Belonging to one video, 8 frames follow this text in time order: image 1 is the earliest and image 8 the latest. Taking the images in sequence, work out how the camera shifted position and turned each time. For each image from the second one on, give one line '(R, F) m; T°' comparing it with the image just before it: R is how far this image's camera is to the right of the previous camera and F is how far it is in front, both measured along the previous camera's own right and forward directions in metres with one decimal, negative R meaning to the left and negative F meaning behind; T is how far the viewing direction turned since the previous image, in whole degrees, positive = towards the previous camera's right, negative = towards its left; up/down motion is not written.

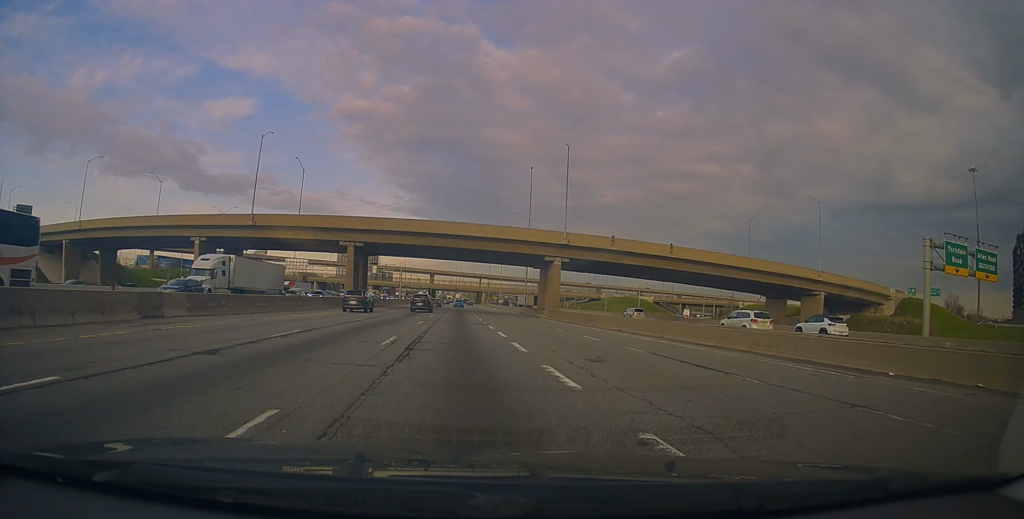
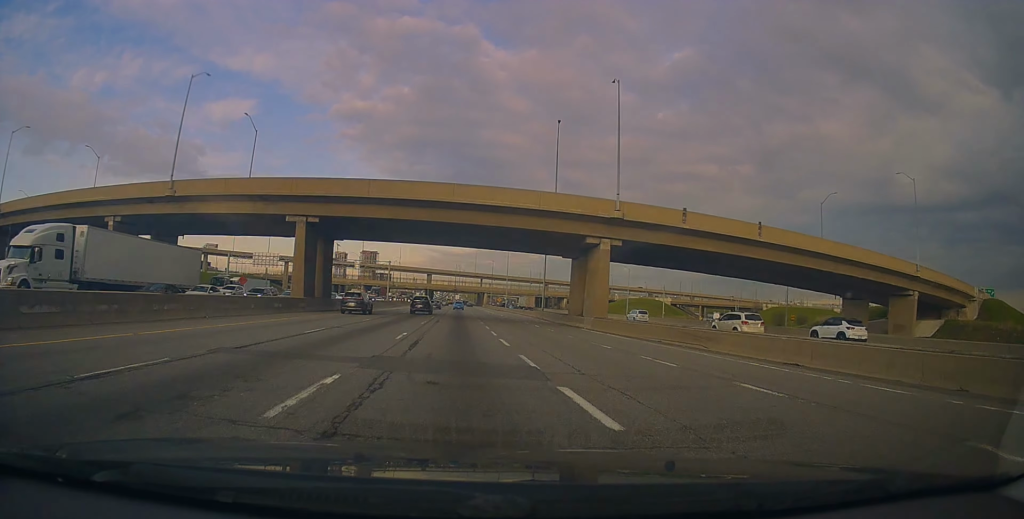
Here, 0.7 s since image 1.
(0.0, +20.9) m; 0°
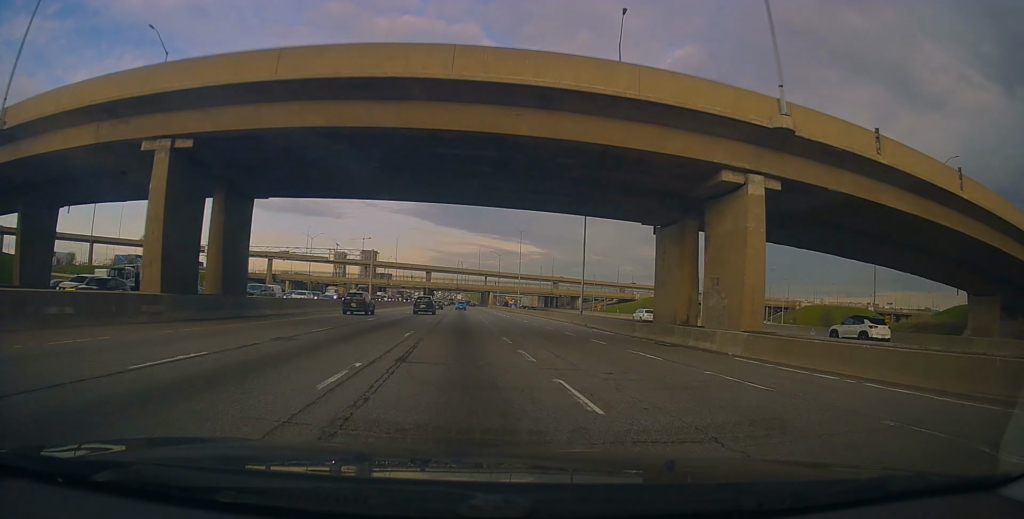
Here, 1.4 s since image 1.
(+0.1, +22.8) m; 0°
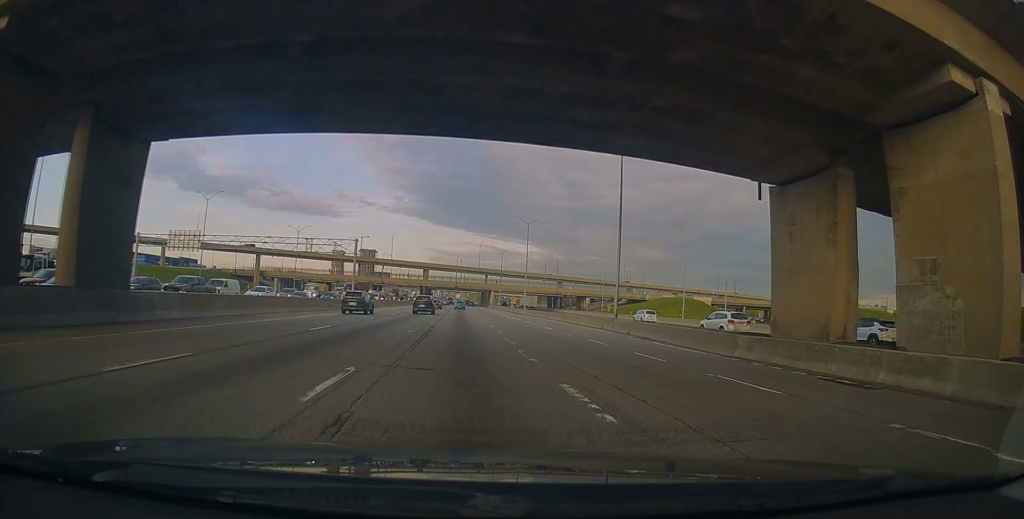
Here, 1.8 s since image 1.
(-0.1, +12.8) m; 0°
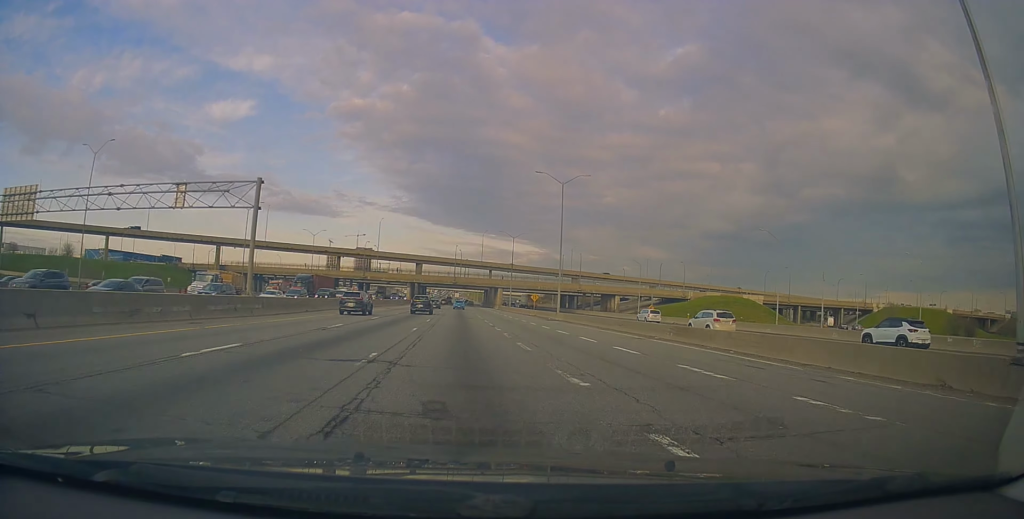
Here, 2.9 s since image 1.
(+0.2, +33.1) m; 0°
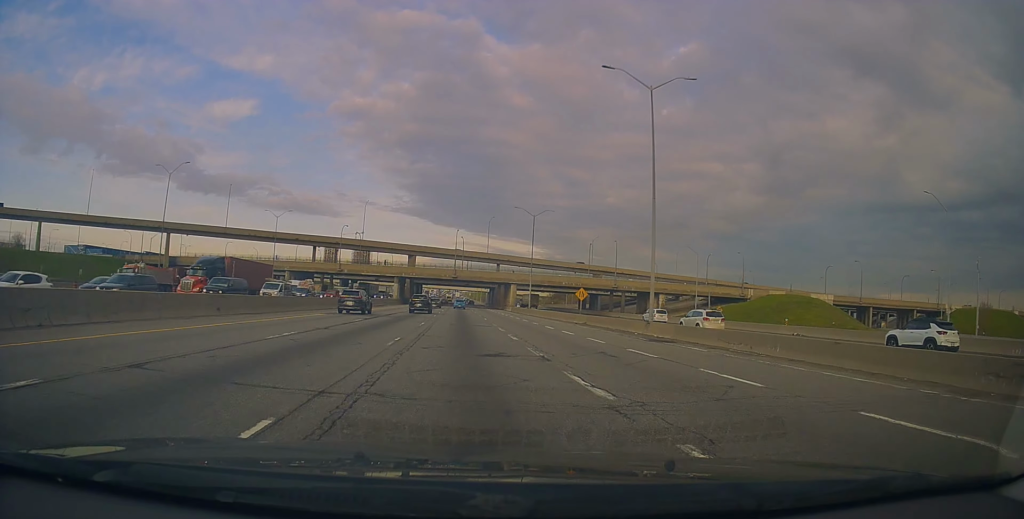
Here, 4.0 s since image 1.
(-0.1, +31.9) m; -1°
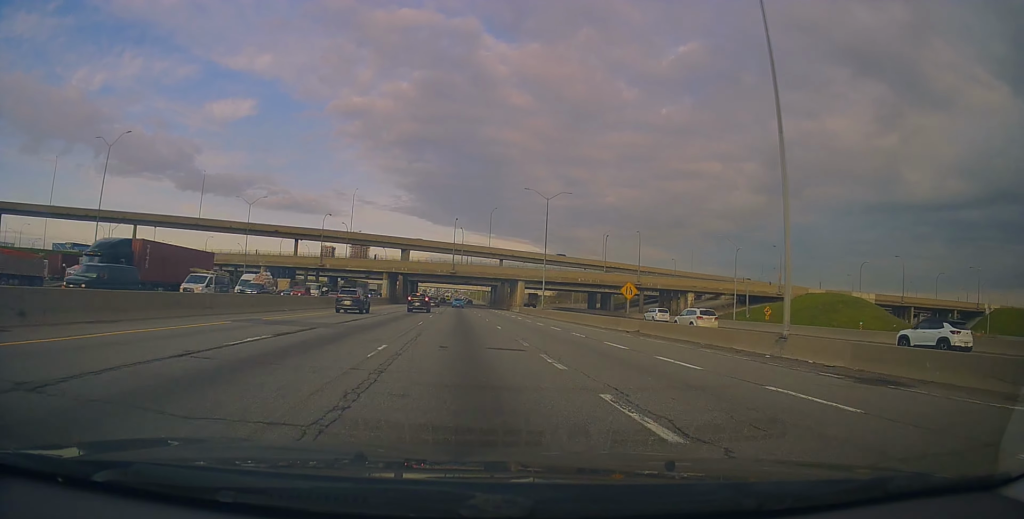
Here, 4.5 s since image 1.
(-0.1, +15.1) m; 0°
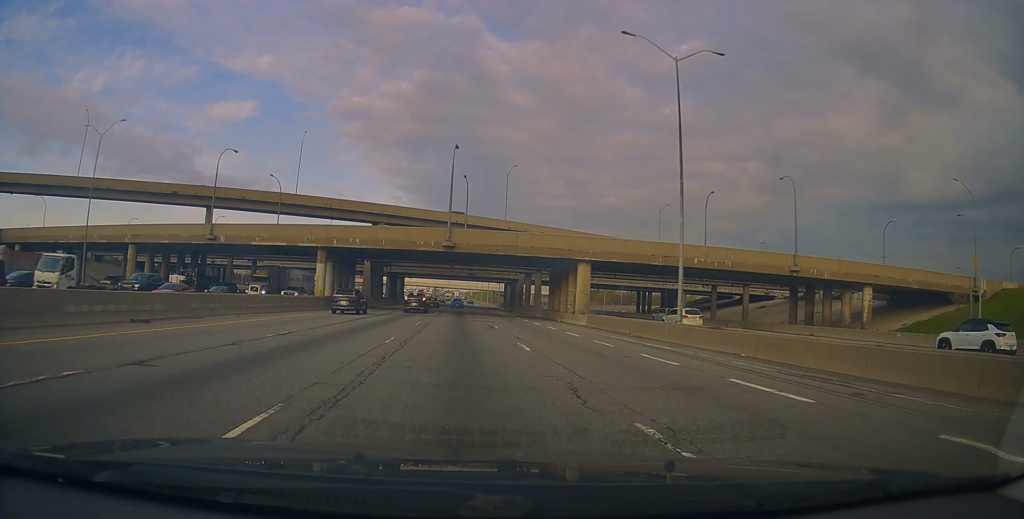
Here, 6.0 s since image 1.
(+0.6, +46.6) m; +1°
